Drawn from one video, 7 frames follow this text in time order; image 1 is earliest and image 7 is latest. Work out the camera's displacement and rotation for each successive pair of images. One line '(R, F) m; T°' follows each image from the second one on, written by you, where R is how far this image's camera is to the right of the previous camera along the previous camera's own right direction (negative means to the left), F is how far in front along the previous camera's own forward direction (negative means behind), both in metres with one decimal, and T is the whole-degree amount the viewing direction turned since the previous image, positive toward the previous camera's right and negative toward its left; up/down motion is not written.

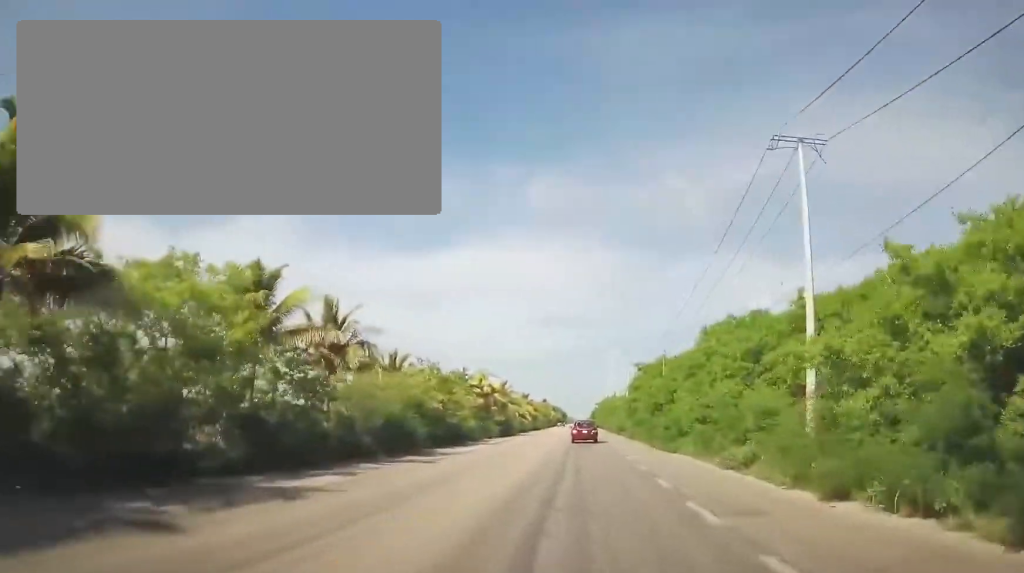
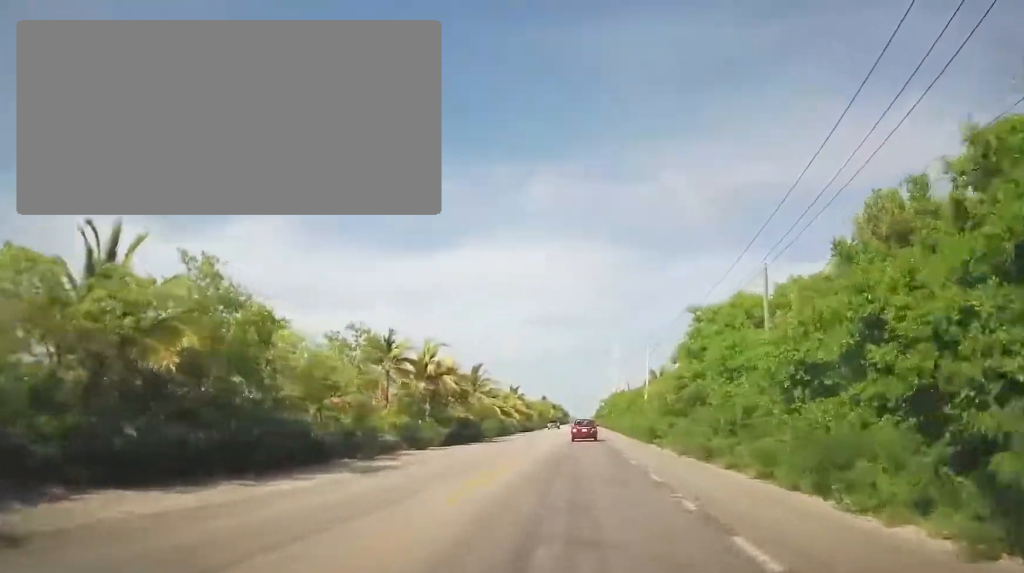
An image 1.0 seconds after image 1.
(+0.3, +23.7) m; +1°
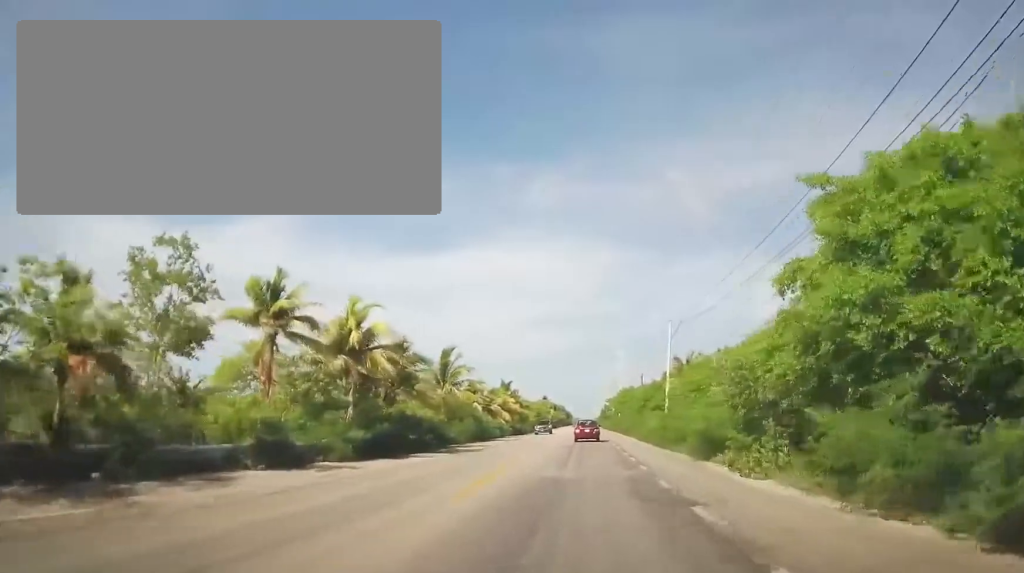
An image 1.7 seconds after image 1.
(-0.1, +14.2) m; 0°
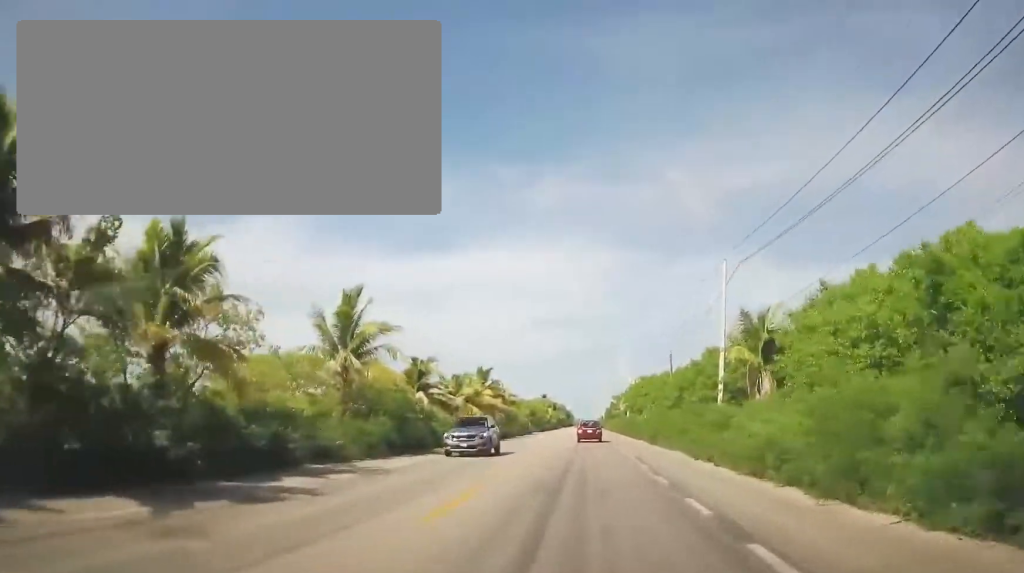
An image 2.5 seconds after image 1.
(+0.2, +19.6) m; -1°
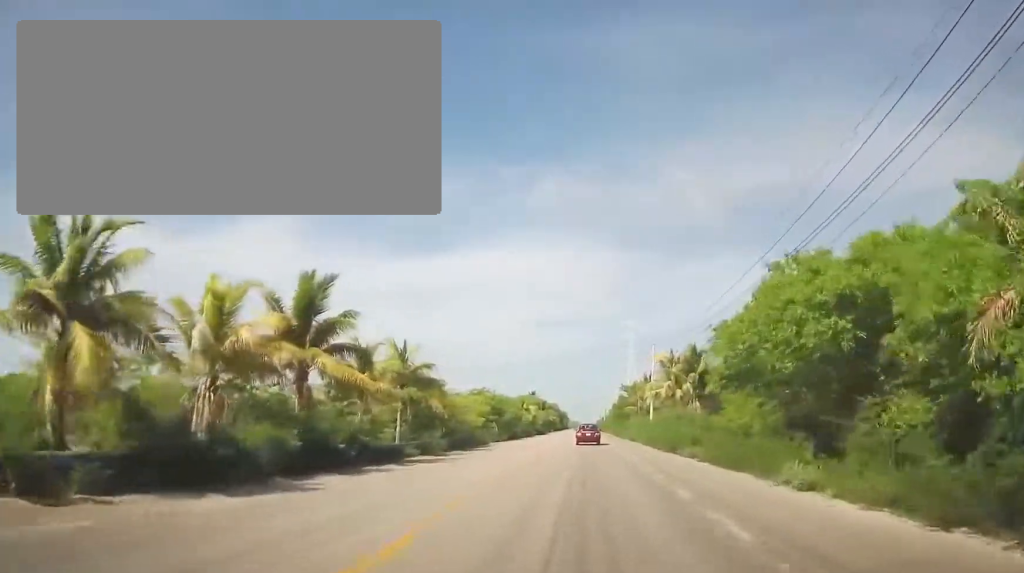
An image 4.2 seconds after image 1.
(-0.3, +38.9) m; 0°
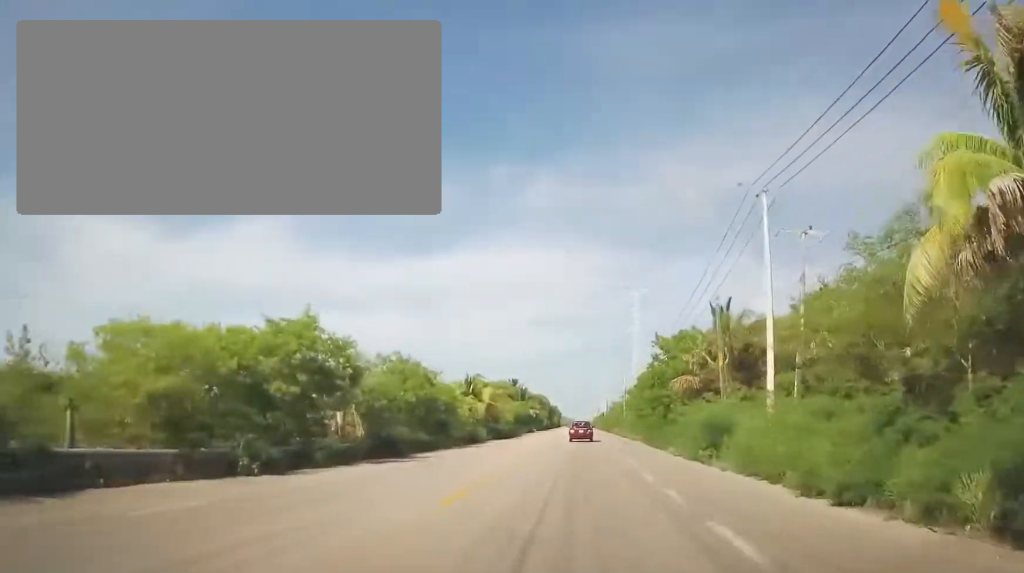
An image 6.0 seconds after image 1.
(+0.1, +42.5) m; 0°
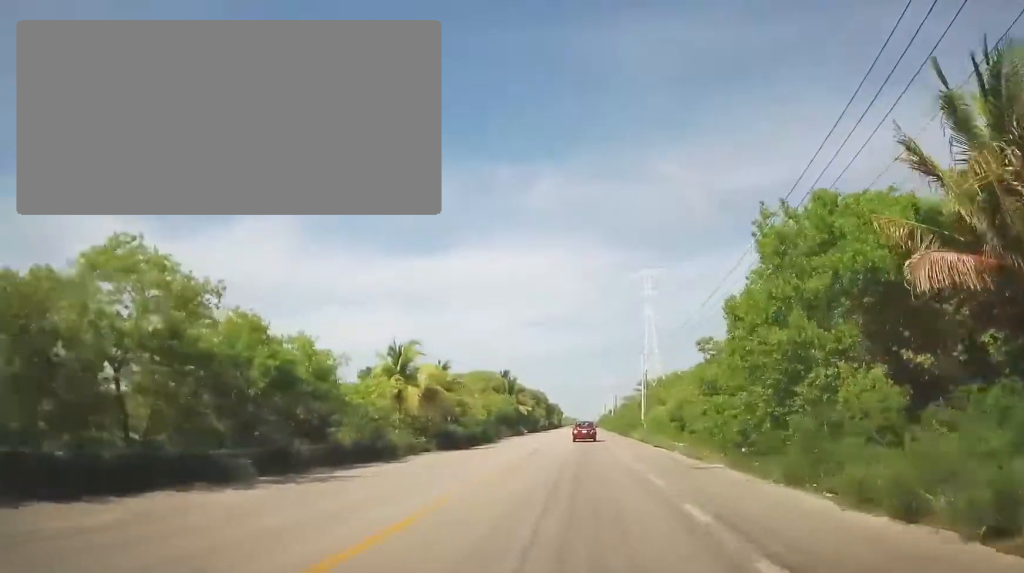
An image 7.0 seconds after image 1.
(+0.2, +23.2) m; 0°
